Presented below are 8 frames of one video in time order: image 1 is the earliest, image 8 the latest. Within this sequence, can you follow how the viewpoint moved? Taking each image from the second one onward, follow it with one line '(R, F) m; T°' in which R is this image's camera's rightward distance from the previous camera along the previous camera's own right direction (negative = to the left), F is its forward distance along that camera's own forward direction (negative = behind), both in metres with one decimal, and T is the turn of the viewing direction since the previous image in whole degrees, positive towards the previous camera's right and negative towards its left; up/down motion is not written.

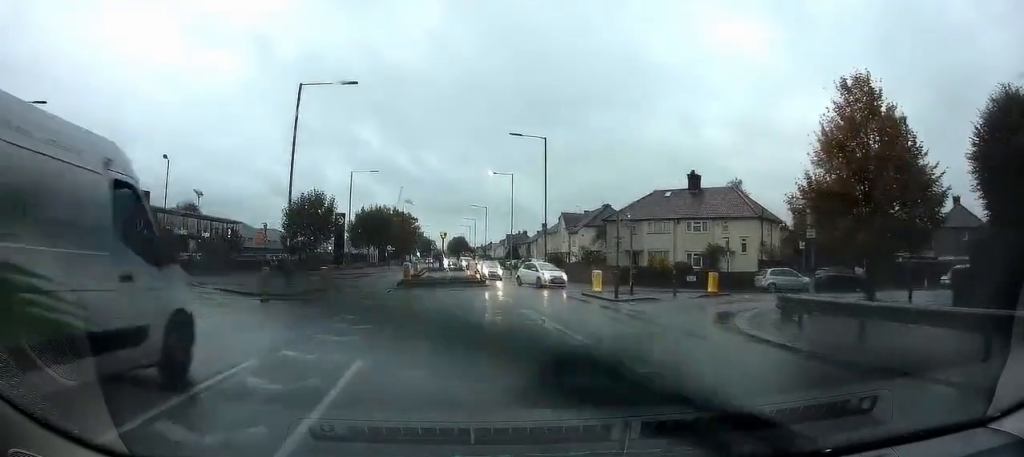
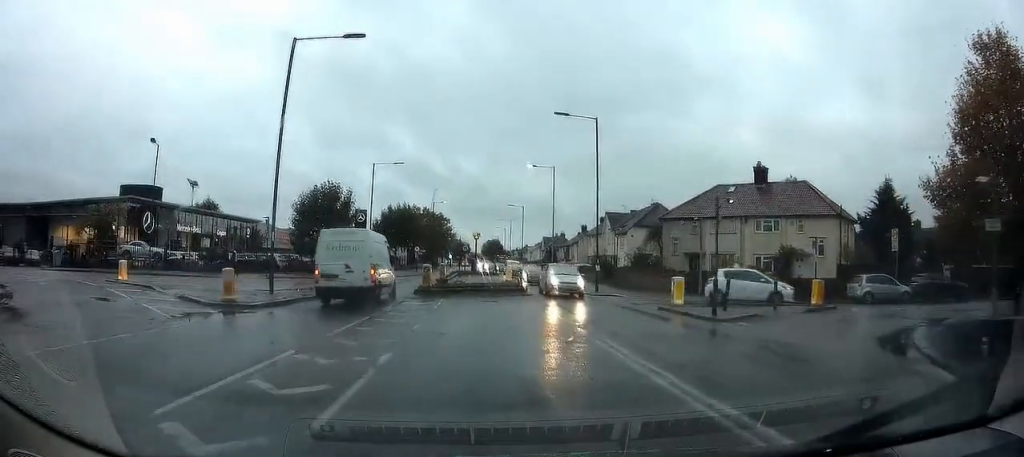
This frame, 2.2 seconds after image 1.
(-0.3, +6.1) m; -4°
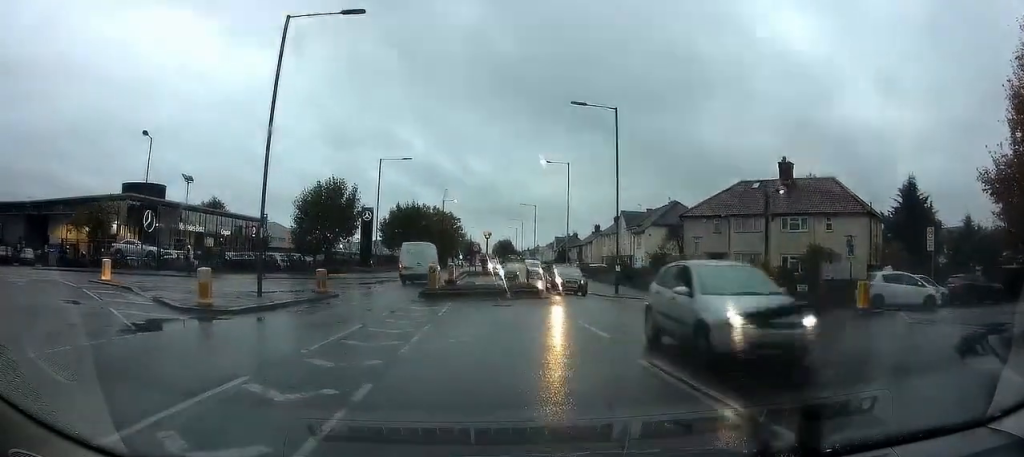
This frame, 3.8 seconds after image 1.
(0.0, +2.7) m; 0°
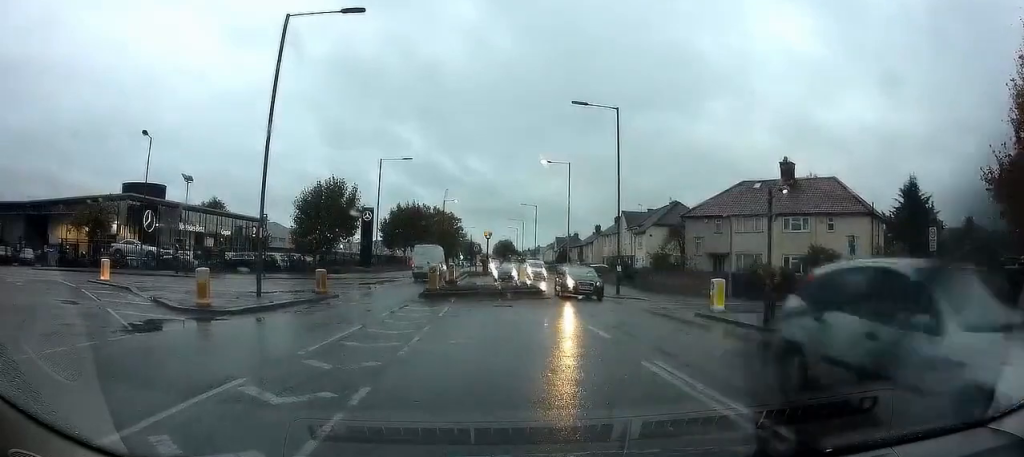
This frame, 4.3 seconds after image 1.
(0.0, +0.1) m; 0°
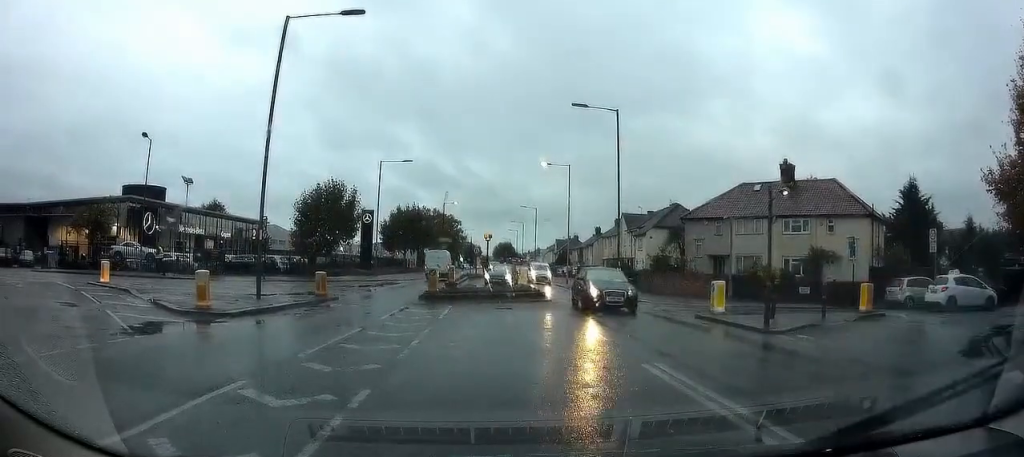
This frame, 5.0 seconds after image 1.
(0.0, -0.1) m; 0°
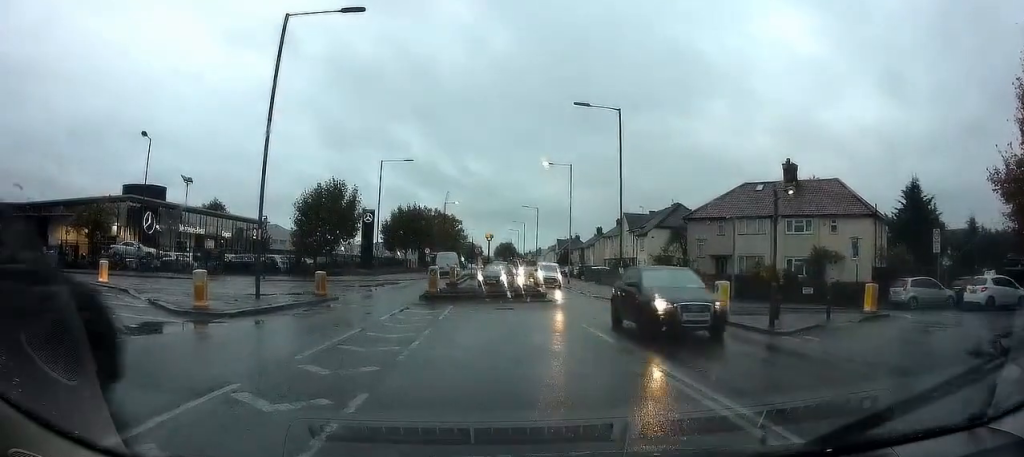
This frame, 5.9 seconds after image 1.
(0.0, 0.0) m; 0°
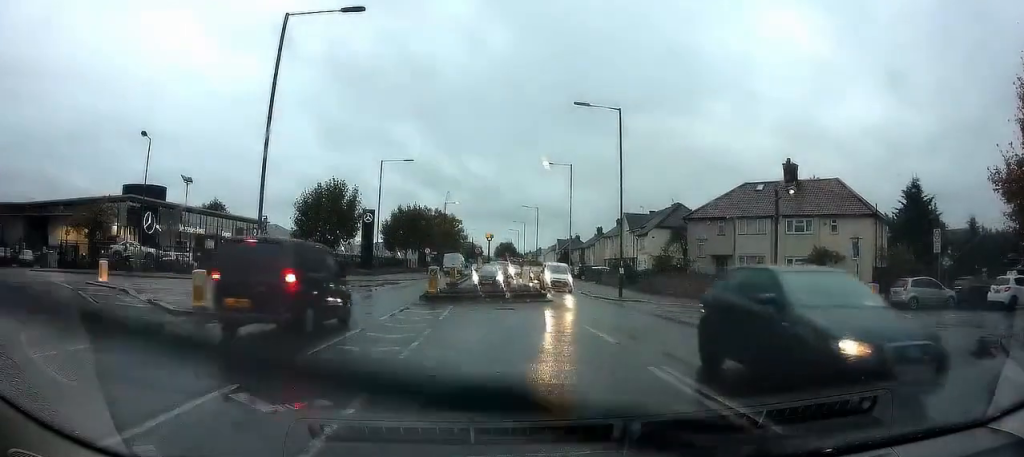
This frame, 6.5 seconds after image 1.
(0.0, 0.0) m; 0°
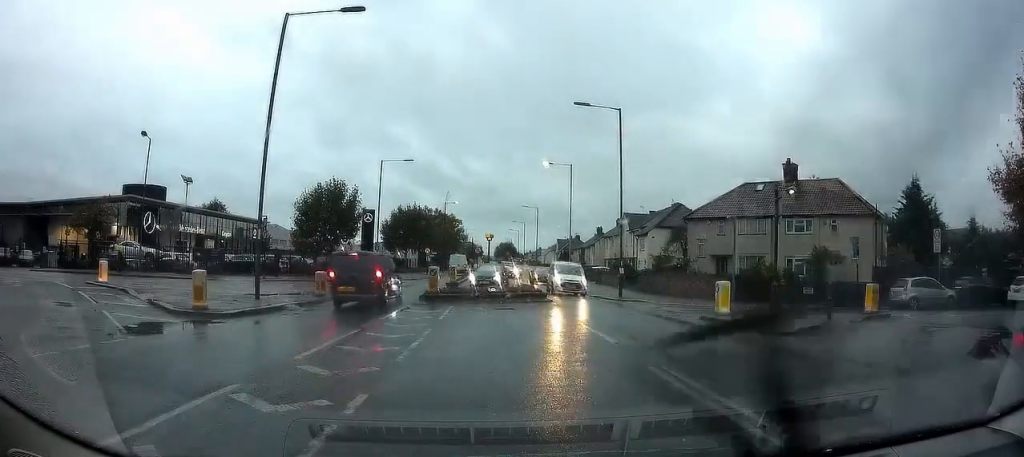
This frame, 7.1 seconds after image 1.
(0.0, 0.0) m; 0°
